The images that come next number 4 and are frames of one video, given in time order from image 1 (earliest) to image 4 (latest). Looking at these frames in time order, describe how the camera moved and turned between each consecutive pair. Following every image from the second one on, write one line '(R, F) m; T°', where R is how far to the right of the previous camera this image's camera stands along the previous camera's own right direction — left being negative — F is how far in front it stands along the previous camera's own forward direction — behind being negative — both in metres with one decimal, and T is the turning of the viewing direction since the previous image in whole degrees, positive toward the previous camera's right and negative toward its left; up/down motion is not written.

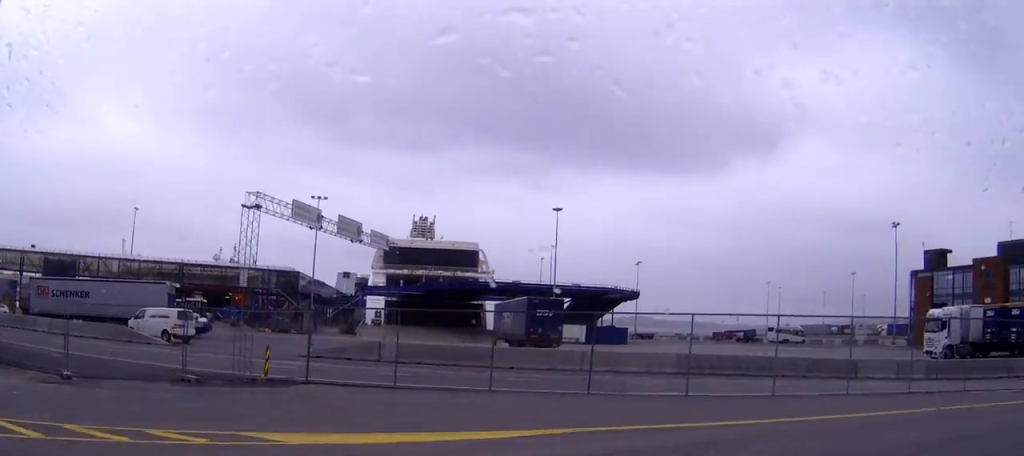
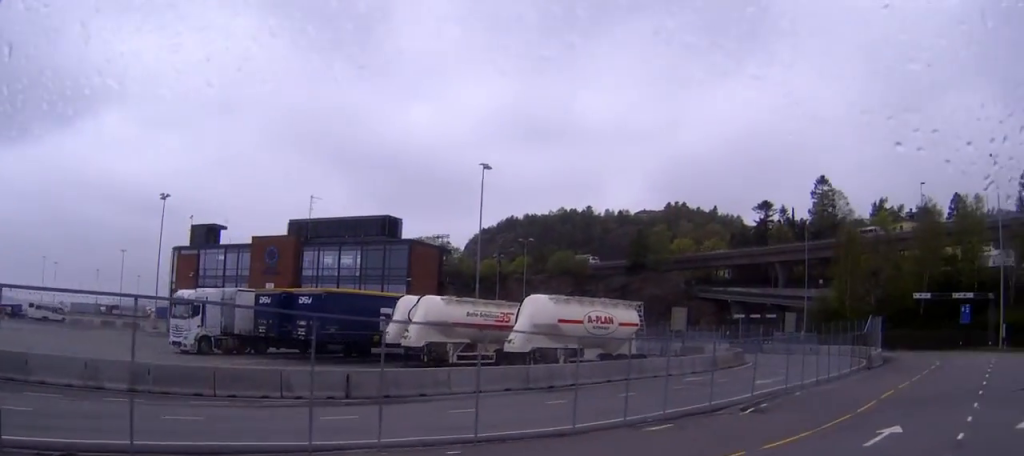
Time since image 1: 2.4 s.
(+4.3, +10.4) m; +46°
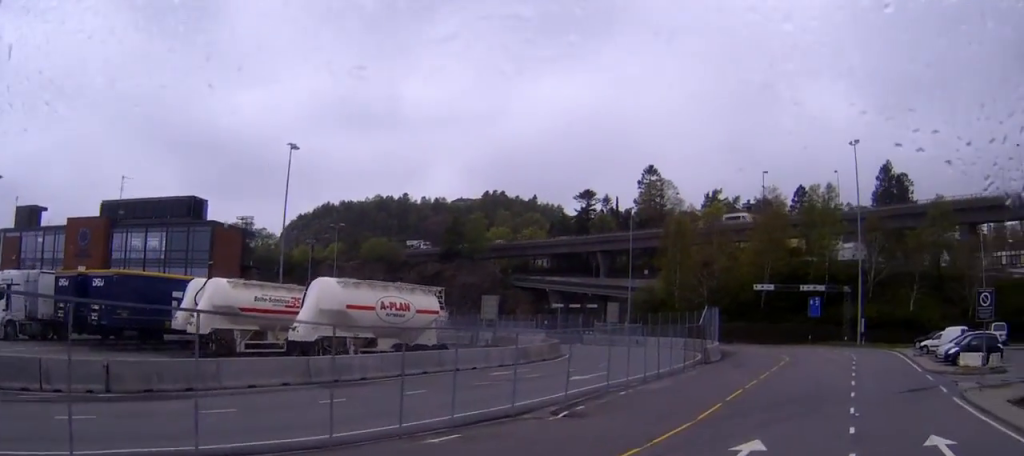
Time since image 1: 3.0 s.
(+0.3, +3.2) m; +11°
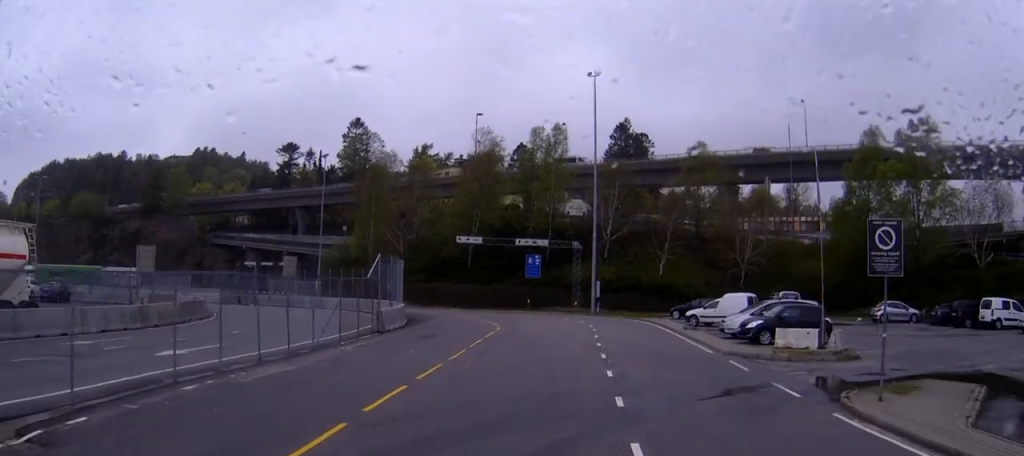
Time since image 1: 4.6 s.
(+2.2, +10.2) m; +24°
